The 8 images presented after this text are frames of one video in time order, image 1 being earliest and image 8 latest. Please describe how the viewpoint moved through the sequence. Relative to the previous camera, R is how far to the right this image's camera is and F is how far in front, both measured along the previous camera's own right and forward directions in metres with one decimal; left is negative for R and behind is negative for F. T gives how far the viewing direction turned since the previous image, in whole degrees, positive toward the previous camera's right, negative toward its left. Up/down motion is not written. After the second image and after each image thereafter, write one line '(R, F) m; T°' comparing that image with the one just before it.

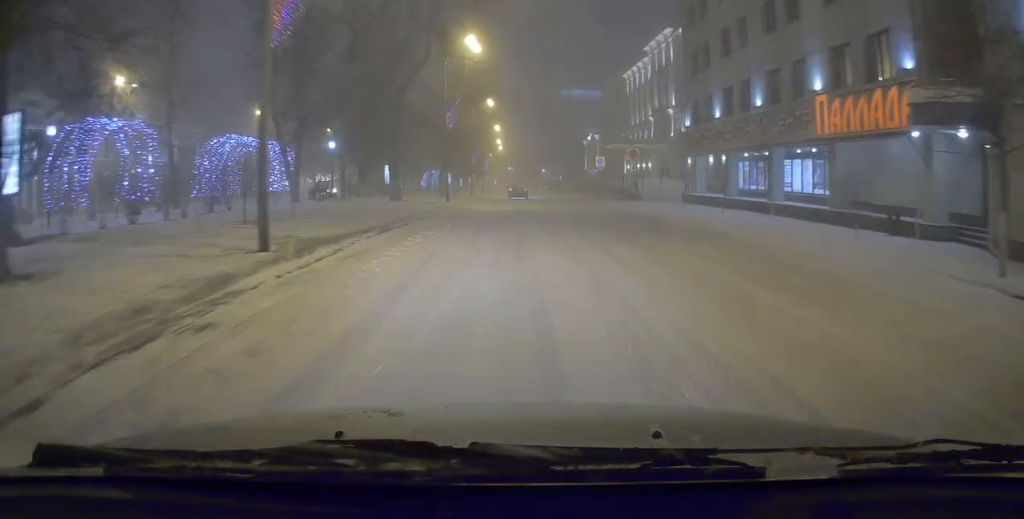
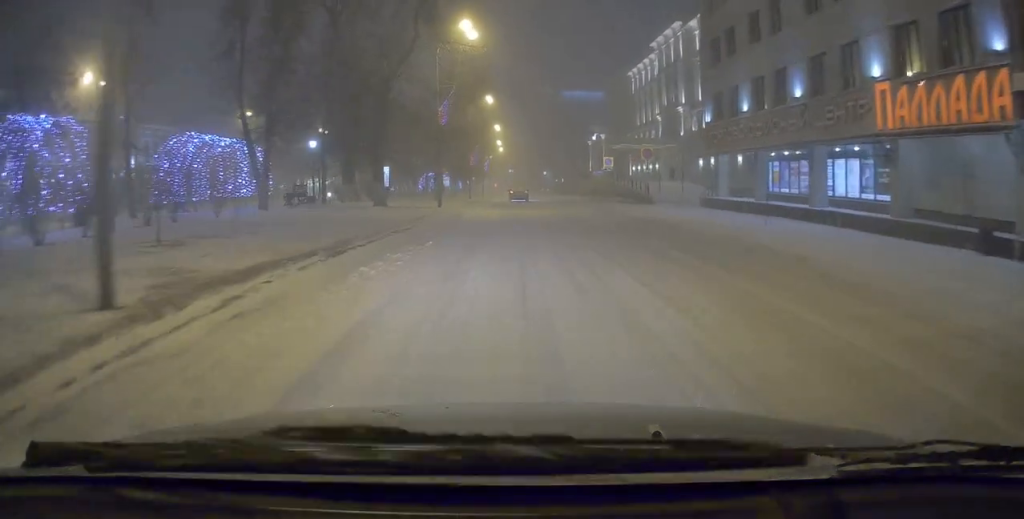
(-0.1, +4.1) m; -1°
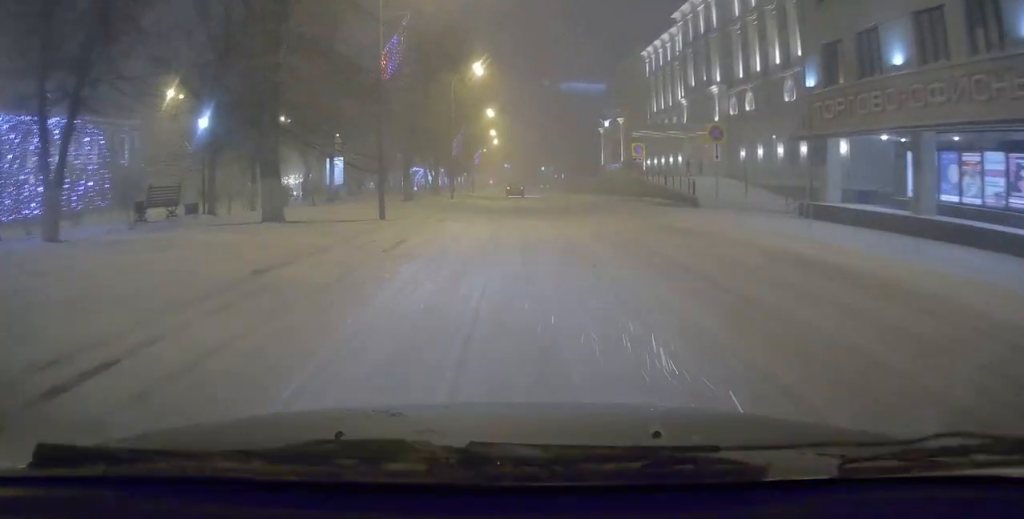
(0.0, +13.3) m; -1°
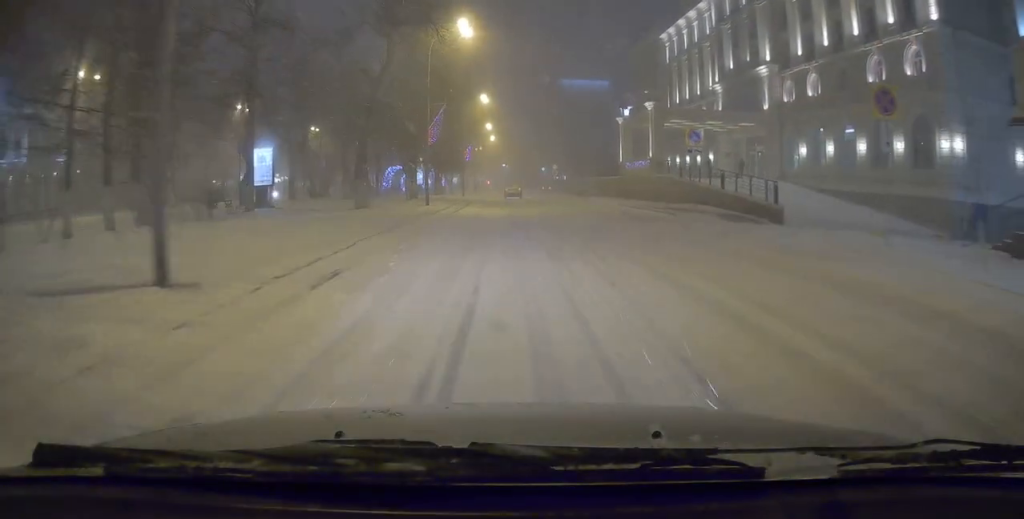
(-0.1, +11.9) m; -2°
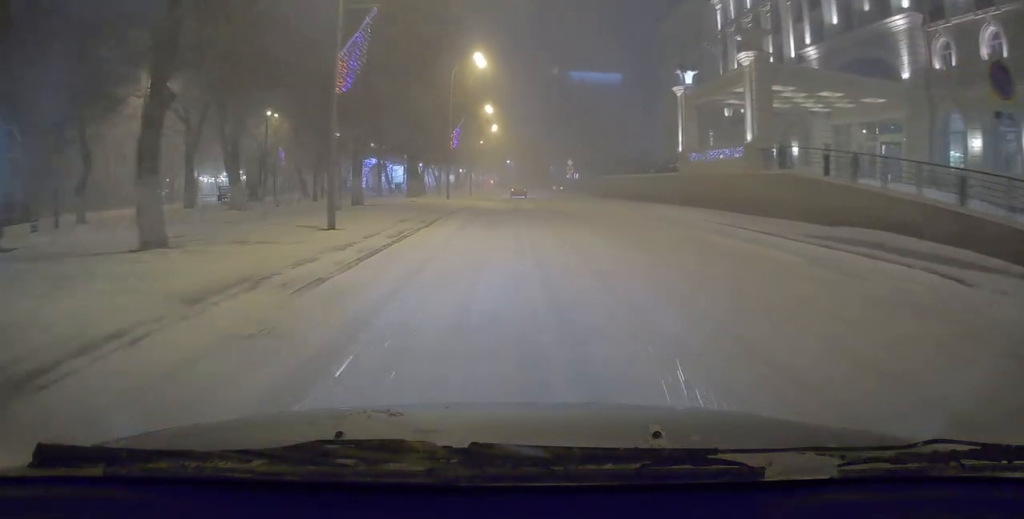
(-0.2, +17.6) m; +1°
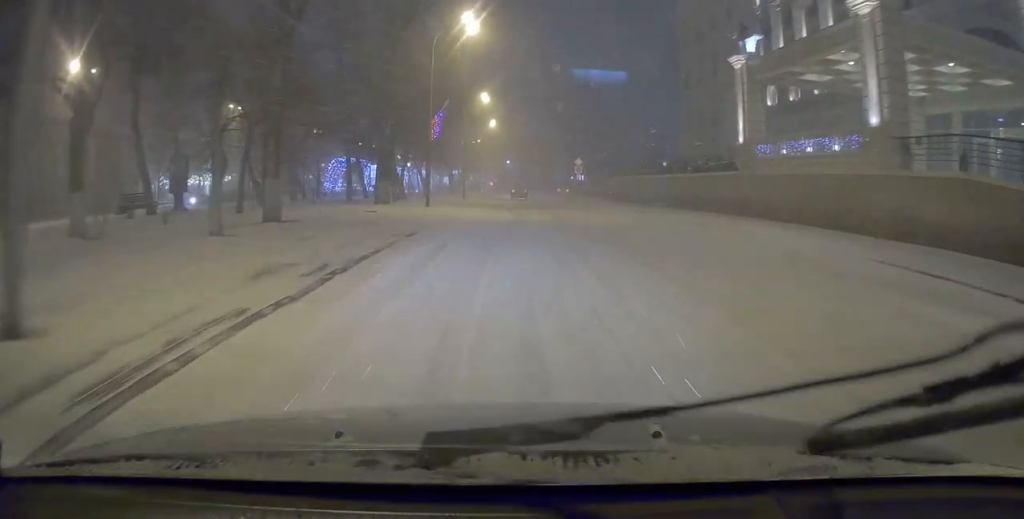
(+0.2, +9.8) m; +1°
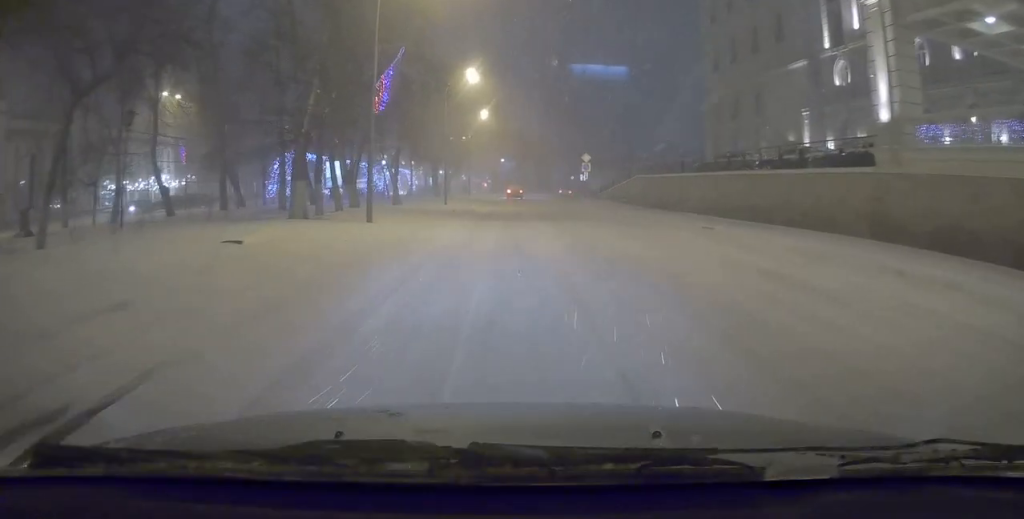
(0.0, +11.4) m; -1°
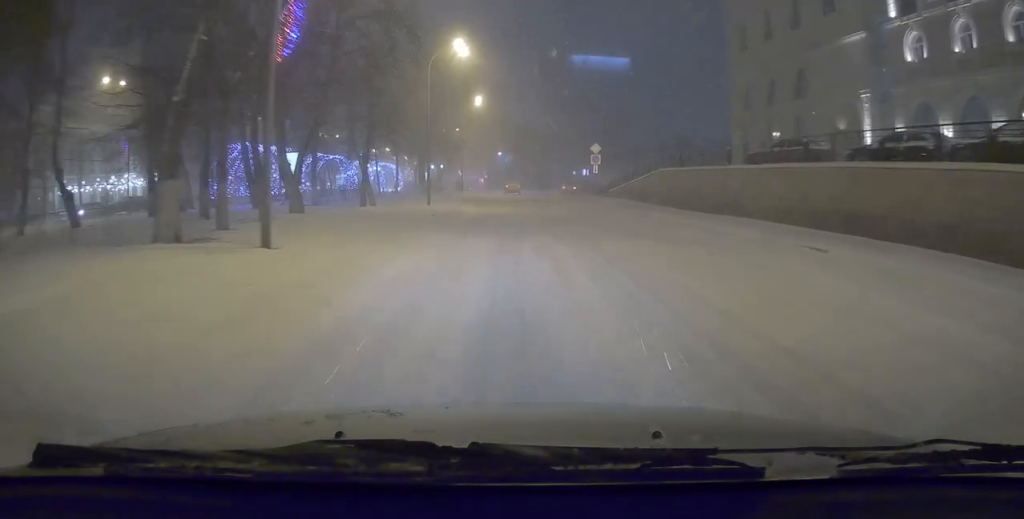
(-0.1, +7.8) m; -2°
